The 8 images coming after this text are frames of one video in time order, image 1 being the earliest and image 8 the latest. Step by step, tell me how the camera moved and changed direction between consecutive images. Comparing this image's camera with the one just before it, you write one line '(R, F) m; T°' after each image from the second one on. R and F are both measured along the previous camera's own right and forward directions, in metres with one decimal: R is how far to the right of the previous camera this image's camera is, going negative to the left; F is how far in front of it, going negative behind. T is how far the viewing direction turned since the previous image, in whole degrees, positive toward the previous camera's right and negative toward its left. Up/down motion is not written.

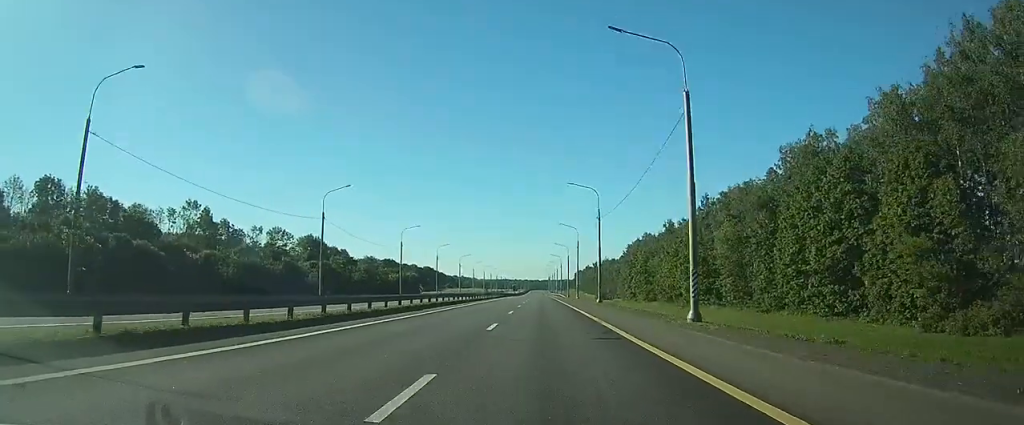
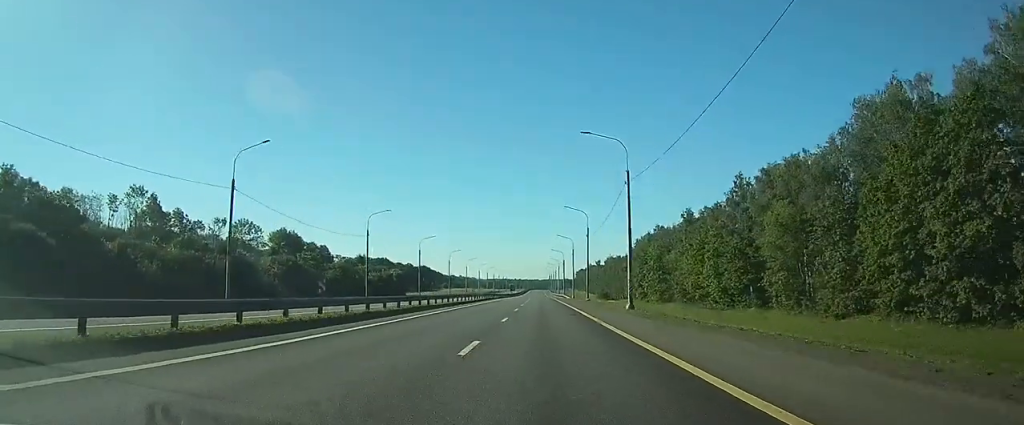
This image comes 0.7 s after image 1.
(0.0, +18.2) m; 0°
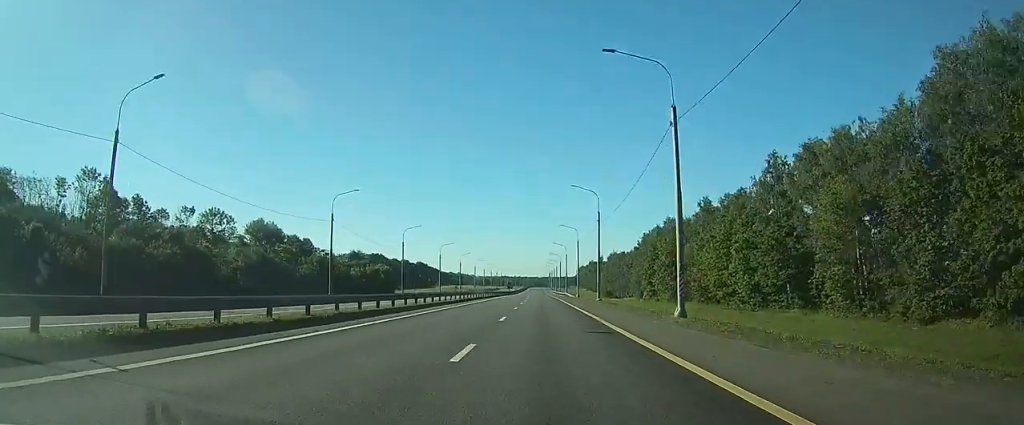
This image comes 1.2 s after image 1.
(0.0, +13.1) m; 0°
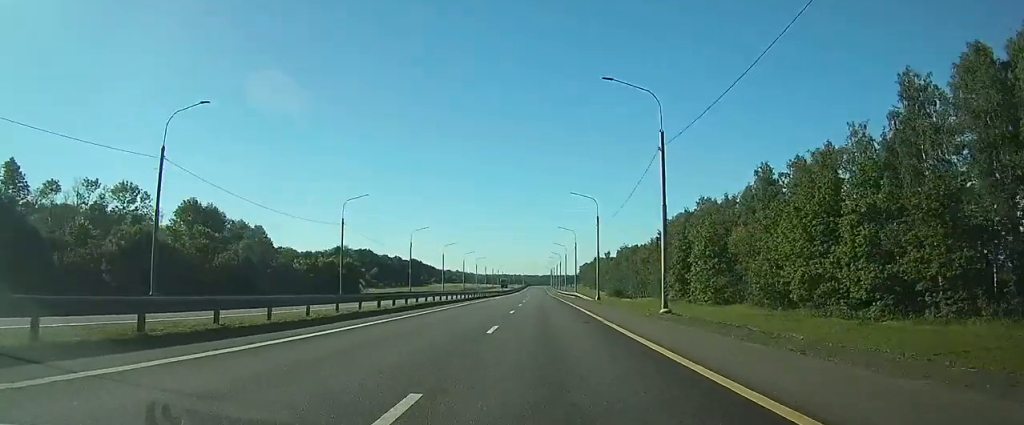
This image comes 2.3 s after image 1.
(0.0, +29.7) m; 0°
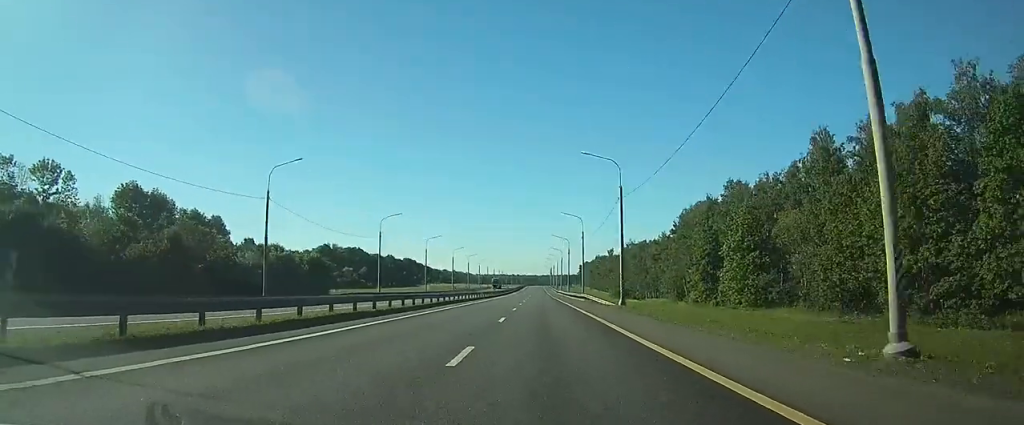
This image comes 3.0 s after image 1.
(+0.1, +18.4) m; 0°
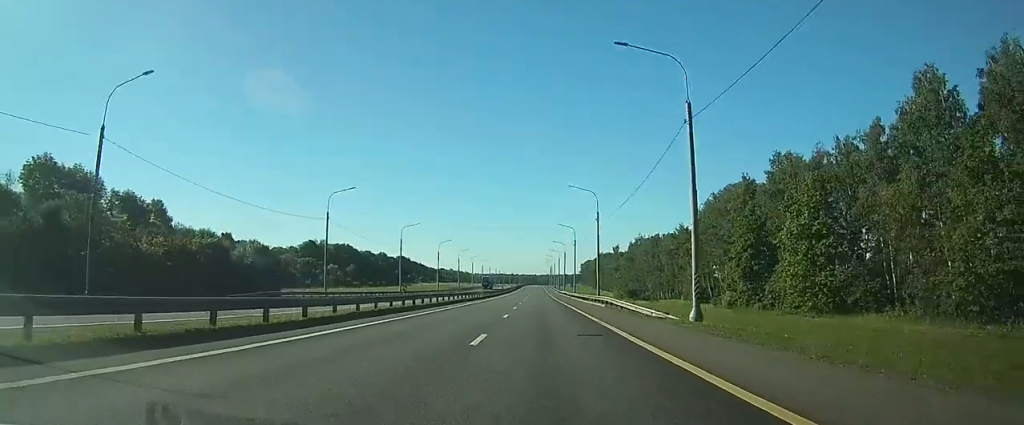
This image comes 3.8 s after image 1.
(0.0, +20.3) m; 0°
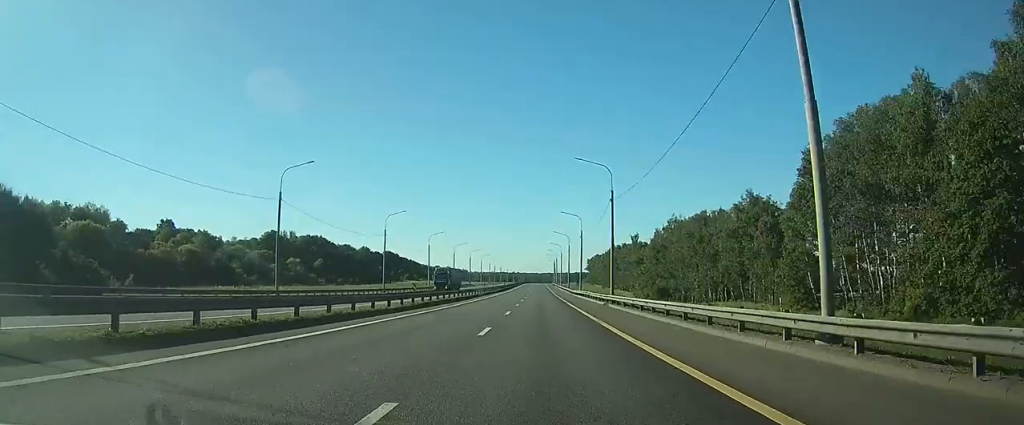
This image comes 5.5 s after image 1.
(+0.1, +45.5) m; 0°
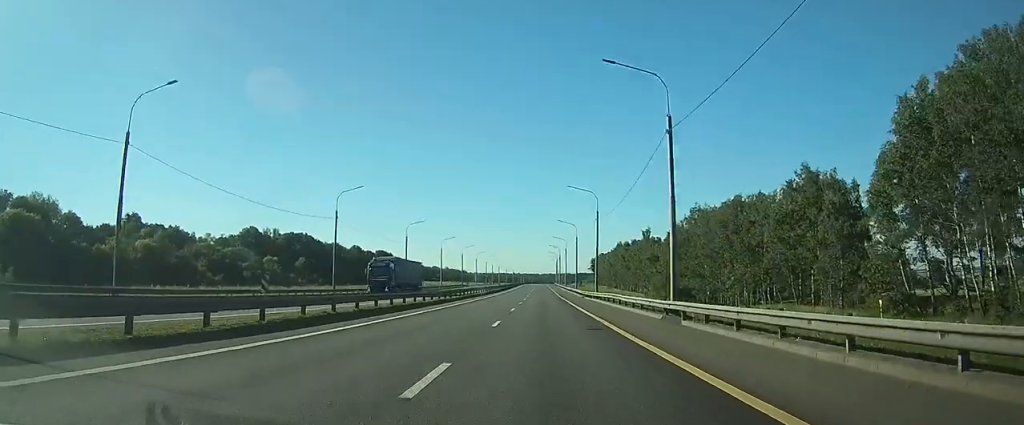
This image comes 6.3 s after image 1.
(-0.1, +20.7) m; 0°
